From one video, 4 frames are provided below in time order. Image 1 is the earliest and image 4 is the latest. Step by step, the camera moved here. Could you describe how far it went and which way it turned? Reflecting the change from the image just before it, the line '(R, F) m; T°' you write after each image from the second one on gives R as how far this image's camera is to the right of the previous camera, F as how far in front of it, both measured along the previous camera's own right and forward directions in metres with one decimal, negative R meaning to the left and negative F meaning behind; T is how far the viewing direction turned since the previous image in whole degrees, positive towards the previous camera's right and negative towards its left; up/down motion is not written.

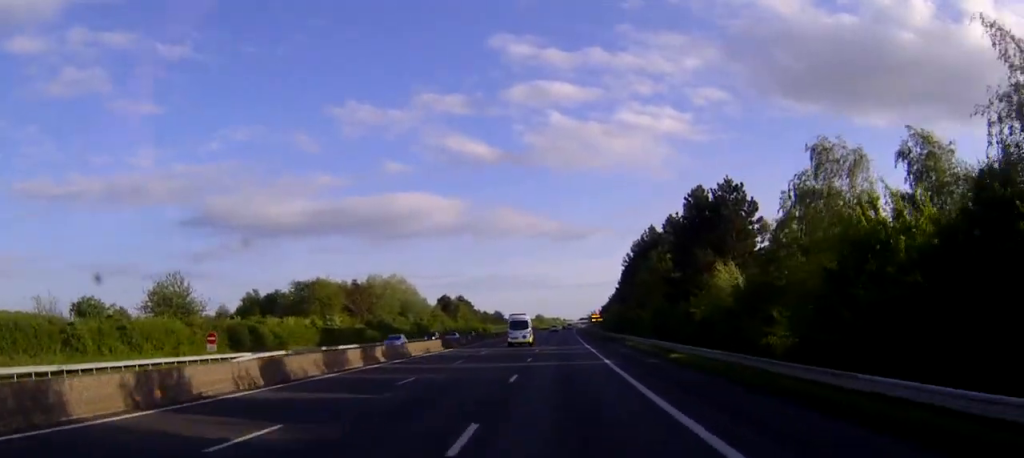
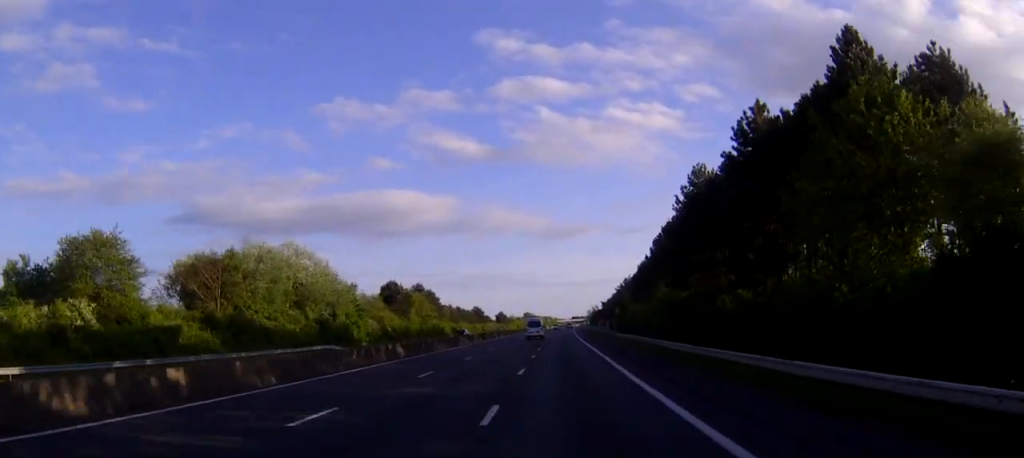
(+0.3, +61.8) m; +1°
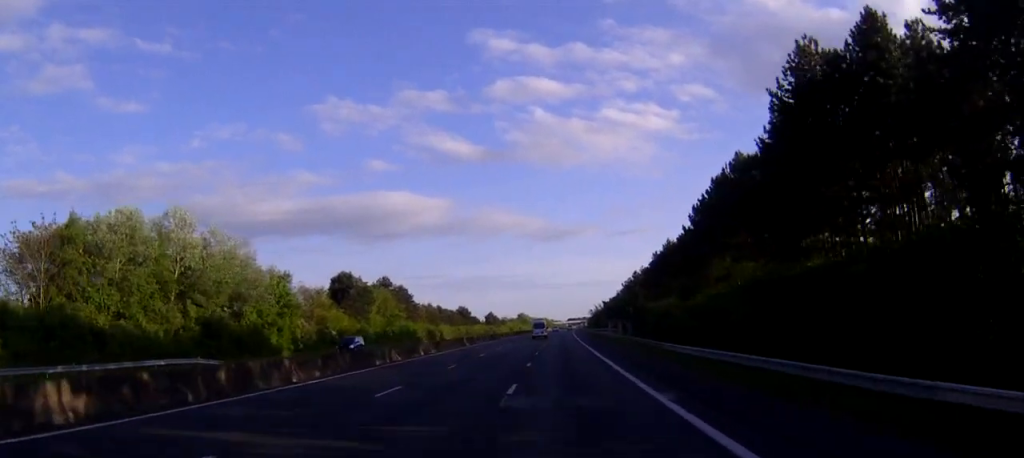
(+0.1, +32.6) m; 0°
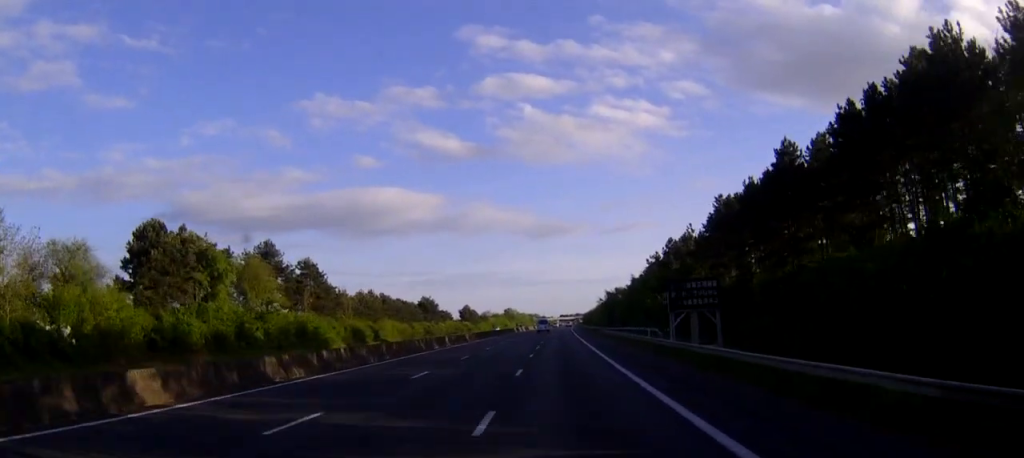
(+0.3, +60.0) m; +1°
